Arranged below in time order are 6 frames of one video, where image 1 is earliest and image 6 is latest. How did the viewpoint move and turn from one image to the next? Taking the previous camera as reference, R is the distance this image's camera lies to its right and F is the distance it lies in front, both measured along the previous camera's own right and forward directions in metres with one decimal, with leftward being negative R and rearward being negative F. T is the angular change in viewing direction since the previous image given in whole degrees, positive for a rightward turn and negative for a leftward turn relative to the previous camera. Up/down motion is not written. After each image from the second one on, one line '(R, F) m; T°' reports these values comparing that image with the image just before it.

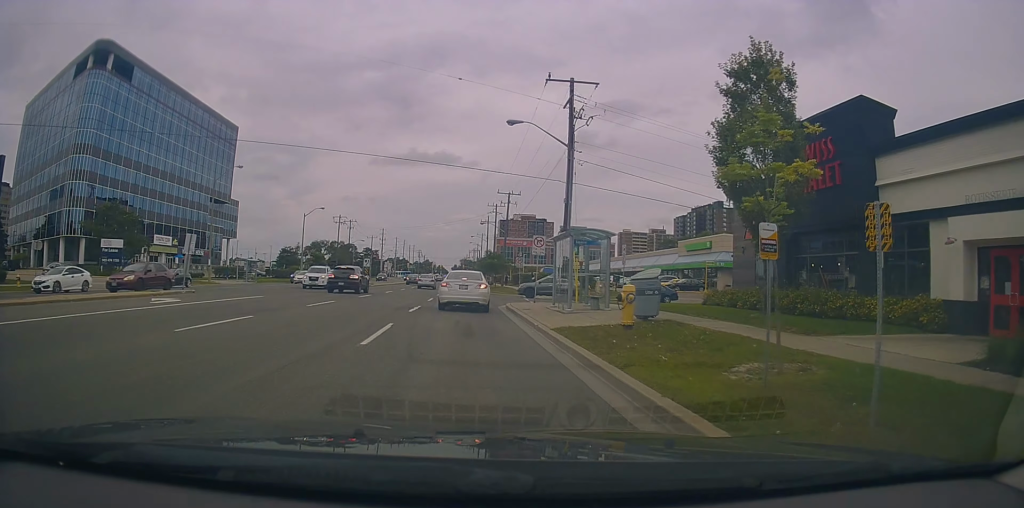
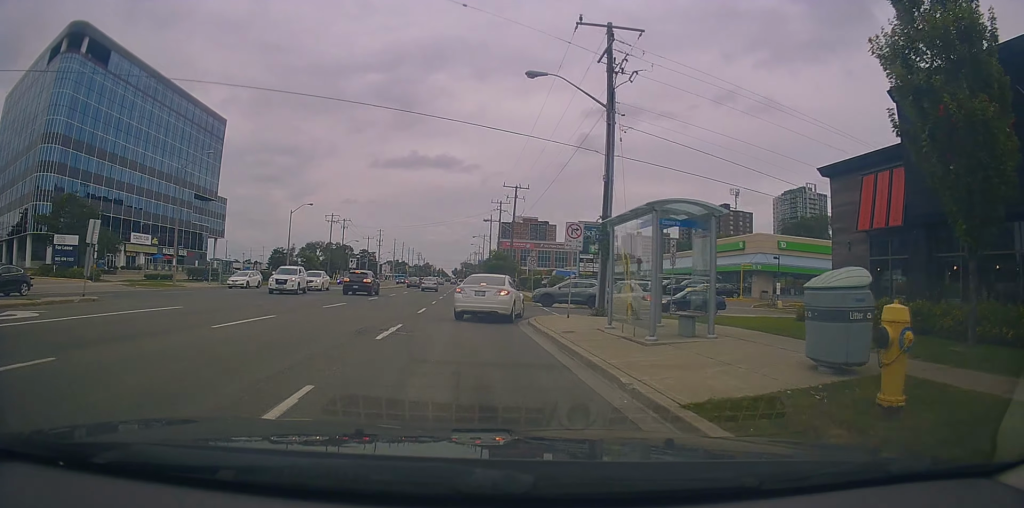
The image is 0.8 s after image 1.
(+0.2, +8.3) m; +1°
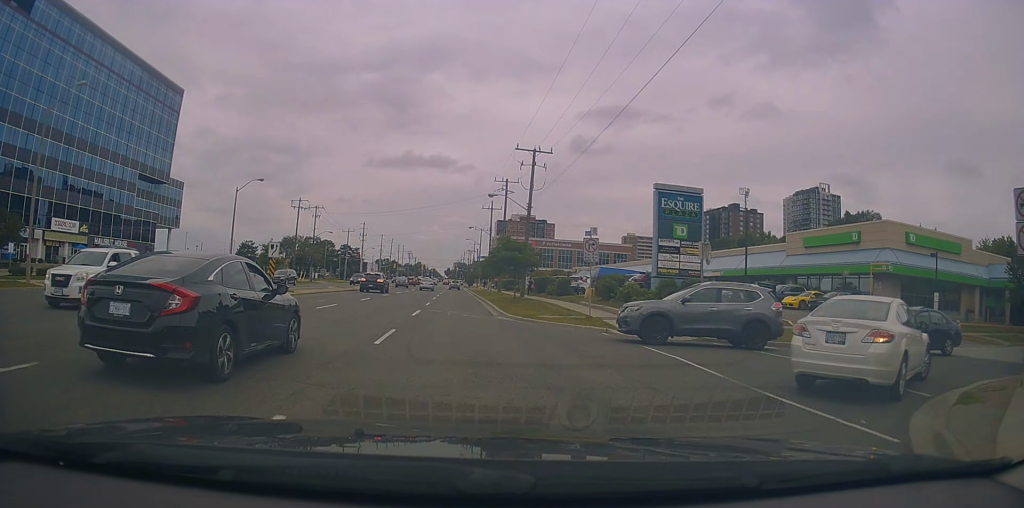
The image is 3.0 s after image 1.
(0.0, +19.5) m; +2°
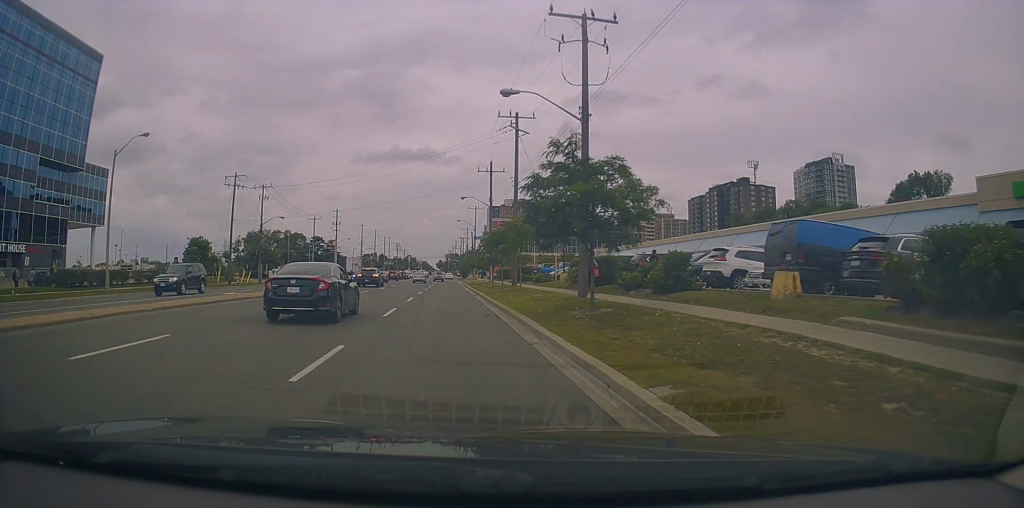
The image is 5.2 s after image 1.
(-0.9, +21.1) m; -5°
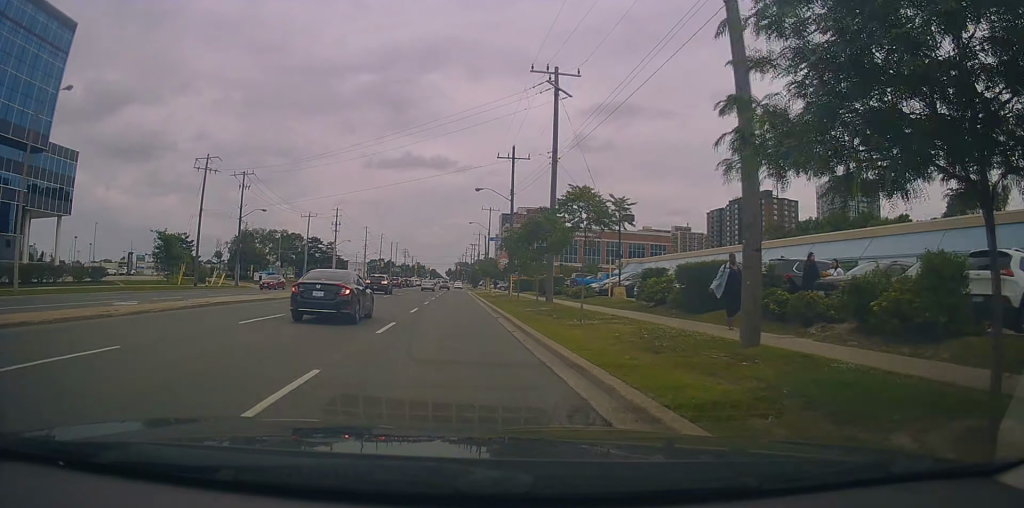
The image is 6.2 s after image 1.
(+0.5, +10.5) m; +5°
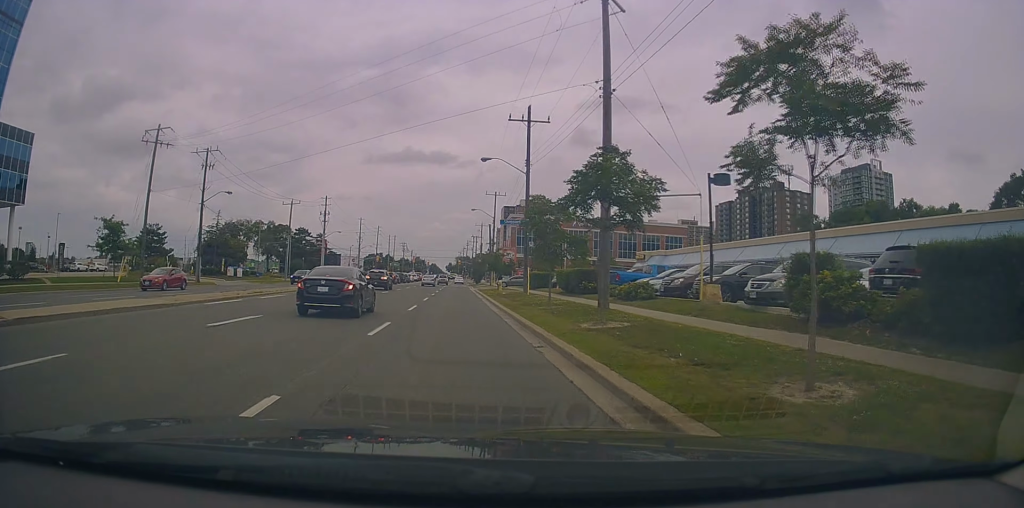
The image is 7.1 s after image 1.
(+0.3, +10.0) m; 0°
